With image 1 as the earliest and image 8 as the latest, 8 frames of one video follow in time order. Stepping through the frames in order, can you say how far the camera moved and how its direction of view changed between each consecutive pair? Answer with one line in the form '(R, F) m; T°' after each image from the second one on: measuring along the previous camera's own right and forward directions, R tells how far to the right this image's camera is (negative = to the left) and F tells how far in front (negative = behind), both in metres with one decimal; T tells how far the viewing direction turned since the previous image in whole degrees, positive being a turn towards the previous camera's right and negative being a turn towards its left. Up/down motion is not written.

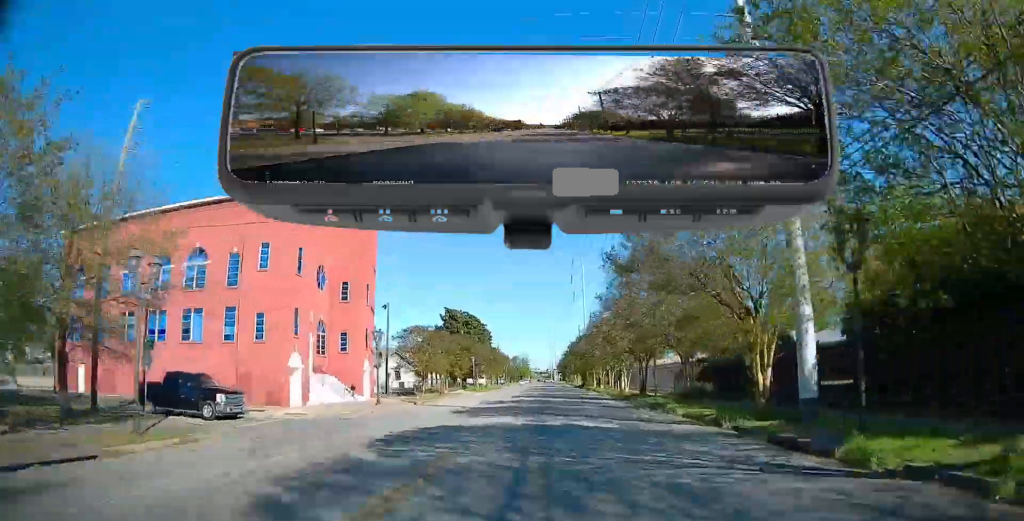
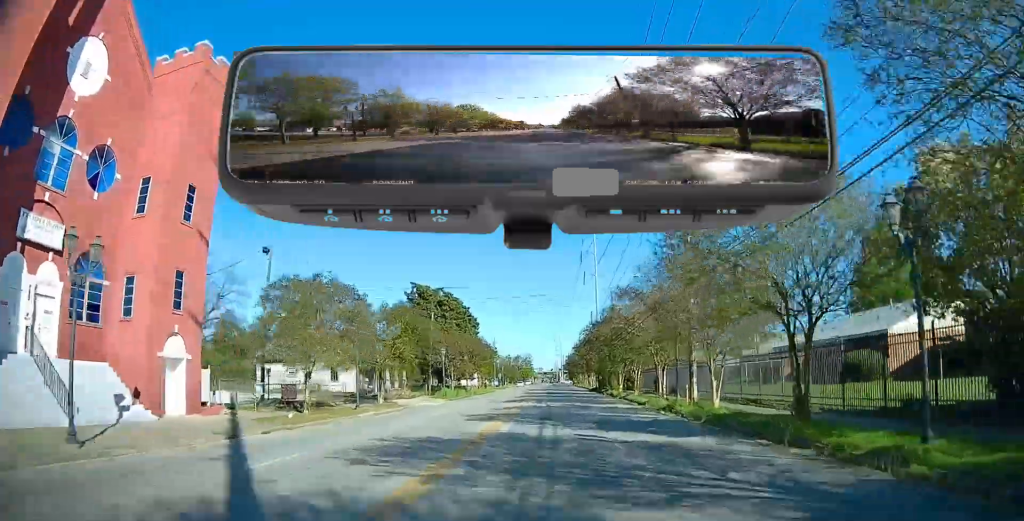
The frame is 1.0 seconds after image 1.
(+0.1, +24.5) m; 0°
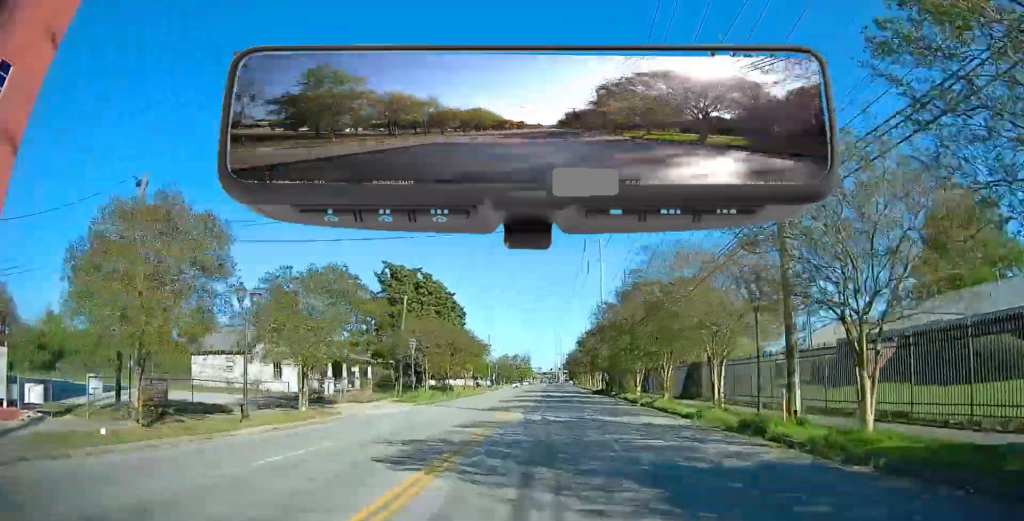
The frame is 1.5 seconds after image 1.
(0.0, +11.5) m; 0°
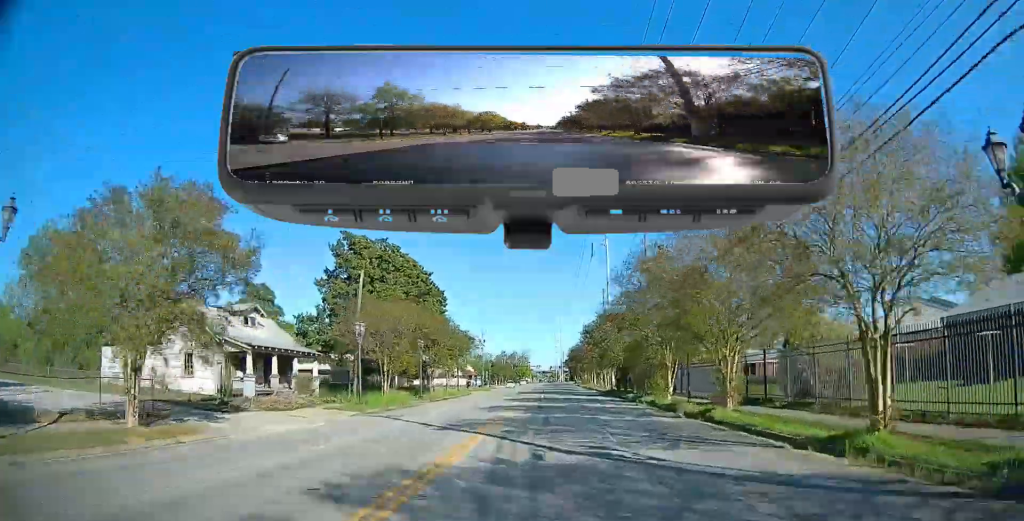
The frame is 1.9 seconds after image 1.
(0.0, +11.6) m; 0°
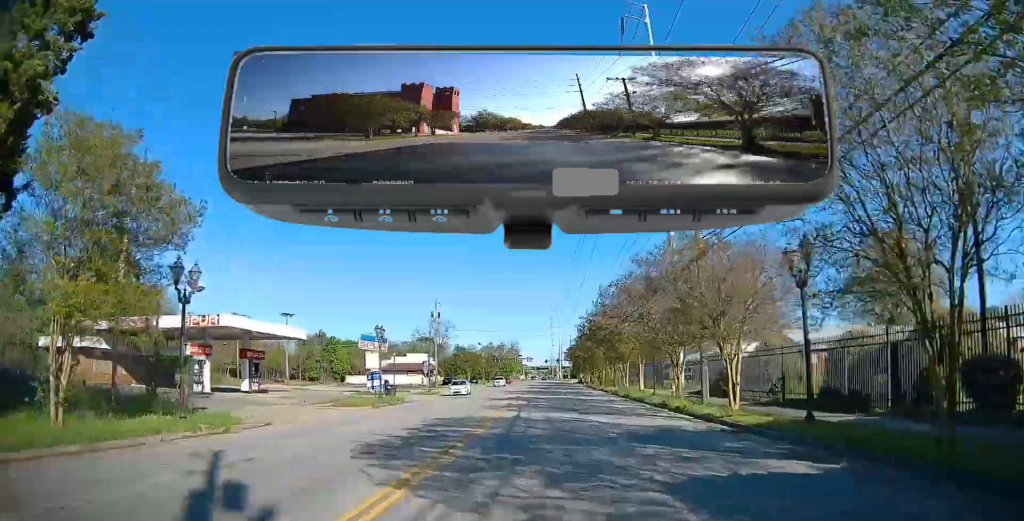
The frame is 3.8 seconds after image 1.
(-0.1, +47.1) m; 0°
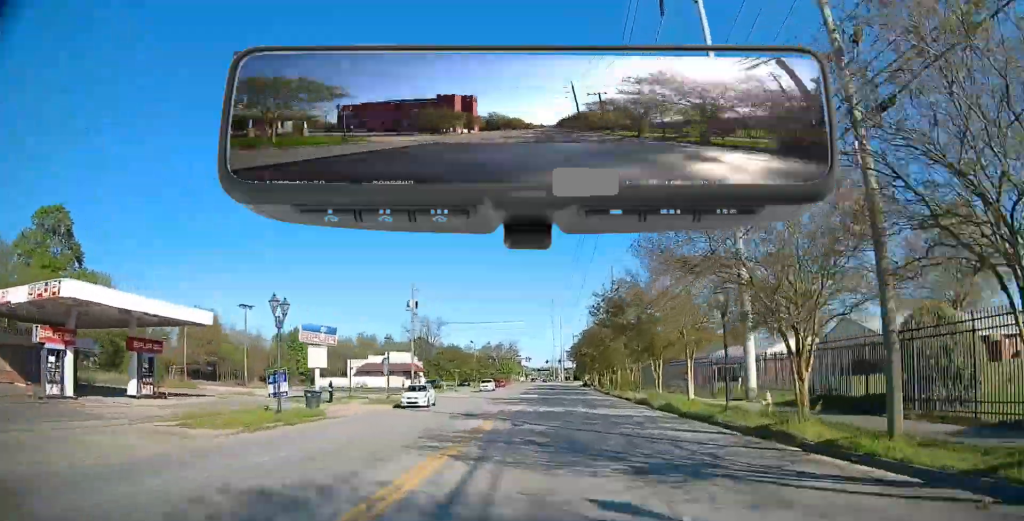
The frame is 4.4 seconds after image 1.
(-0.1, +13.8) m; 0°
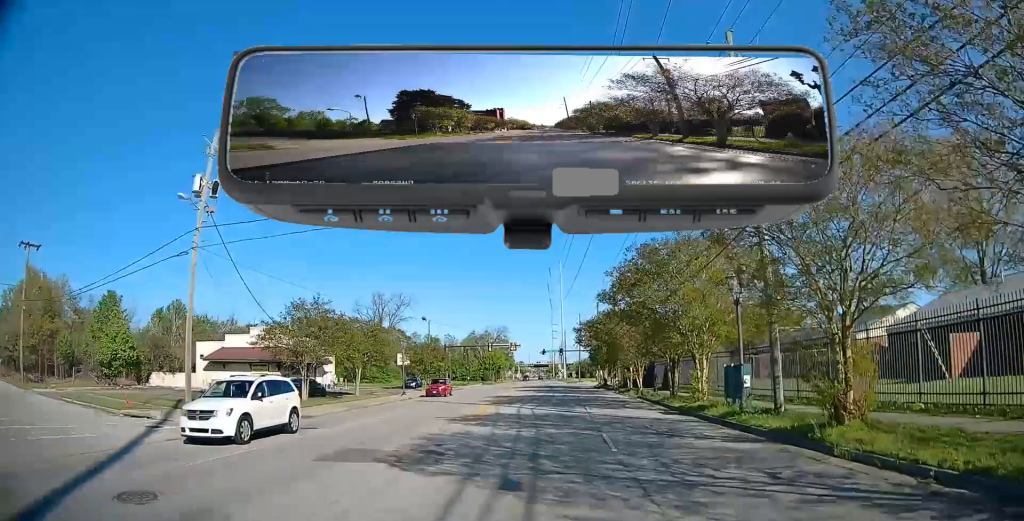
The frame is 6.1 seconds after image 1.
(+0.4, +40.9) m; +1°
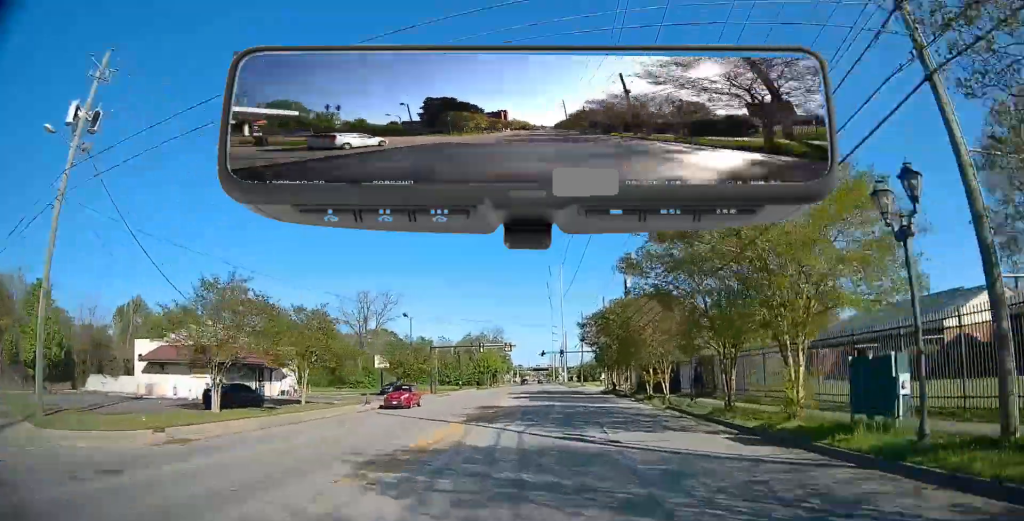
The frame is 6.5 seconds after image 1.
(0.0, +9.3) m; 0°
